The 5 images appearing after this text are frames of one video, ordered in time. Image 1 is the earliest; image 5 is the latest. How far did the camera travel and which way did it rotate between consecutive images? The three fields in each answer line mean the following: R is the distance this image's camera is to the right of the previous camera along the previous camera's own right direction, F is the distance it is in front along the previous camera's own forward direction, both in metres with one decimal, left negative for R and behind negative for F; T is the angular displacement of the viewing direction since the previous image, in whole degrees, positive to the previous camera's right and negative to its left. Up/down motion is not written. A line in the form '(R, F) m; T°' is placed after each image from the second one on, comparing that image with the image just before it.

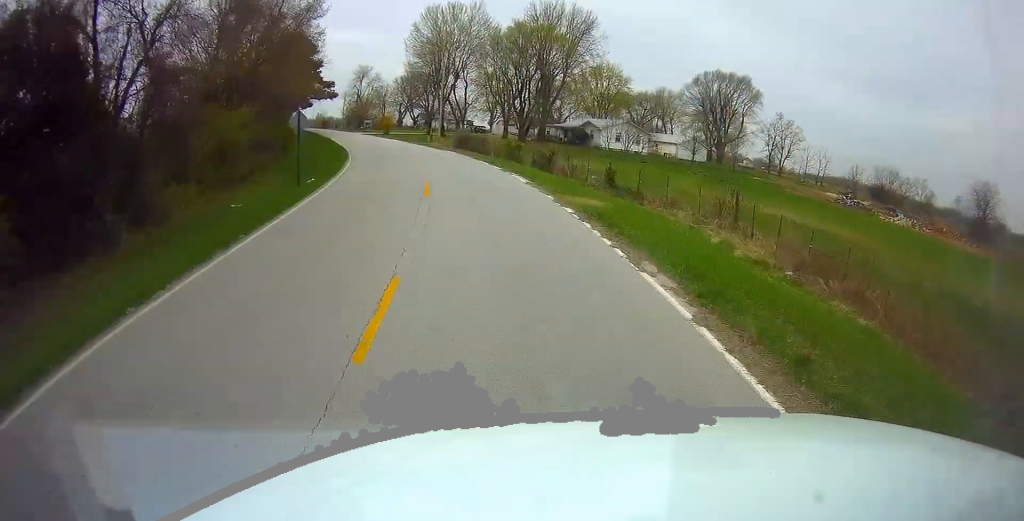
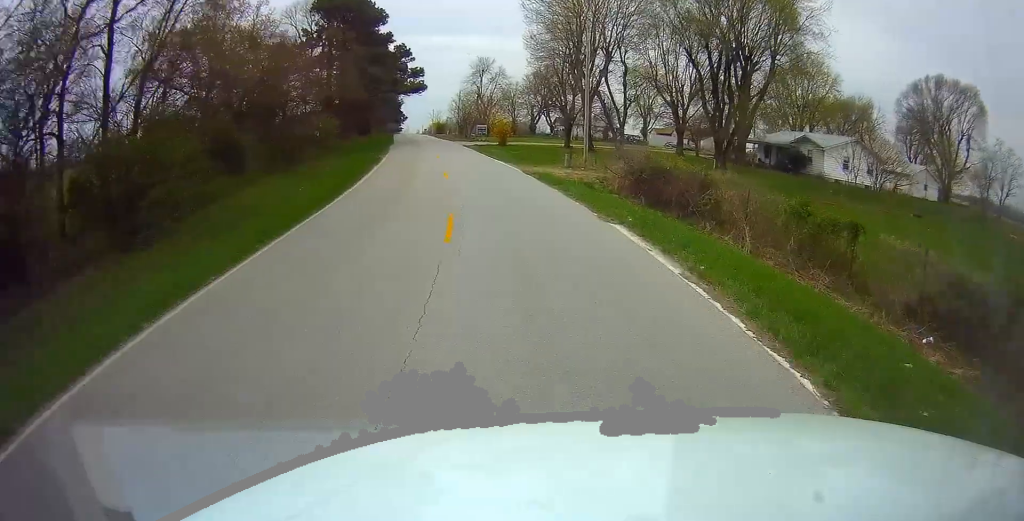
(-3.4, +30.1) m; -12°
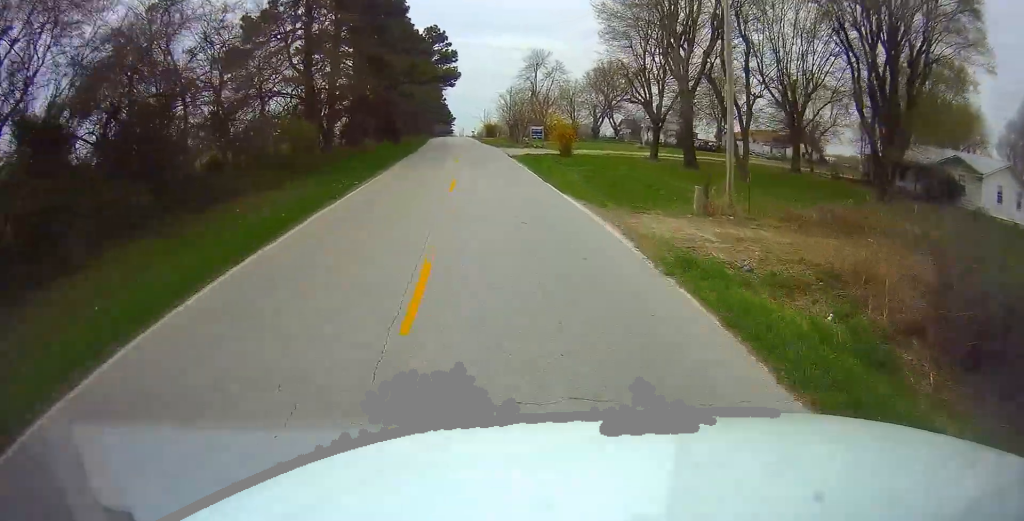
(-0.8, +16.5) m; -6°
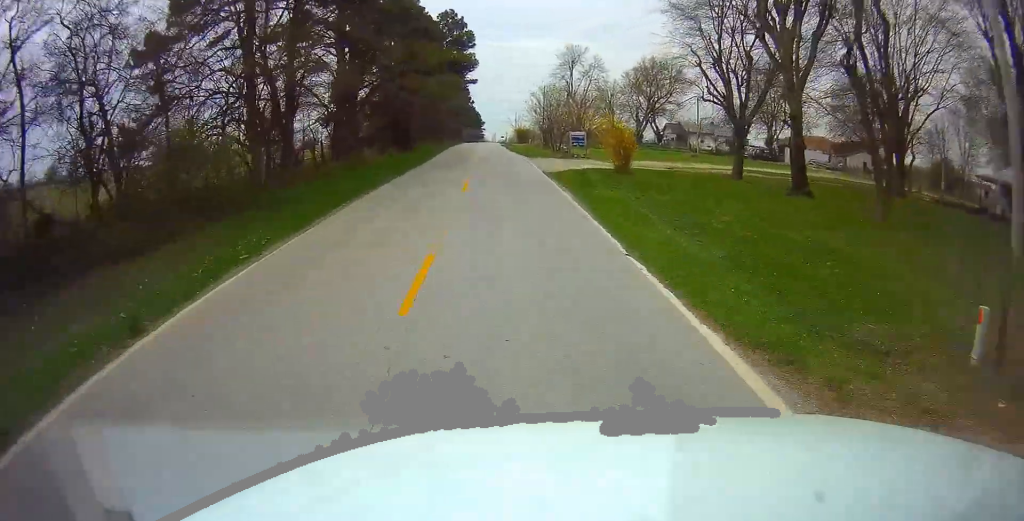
(-0.4, +11.3) m; -2°
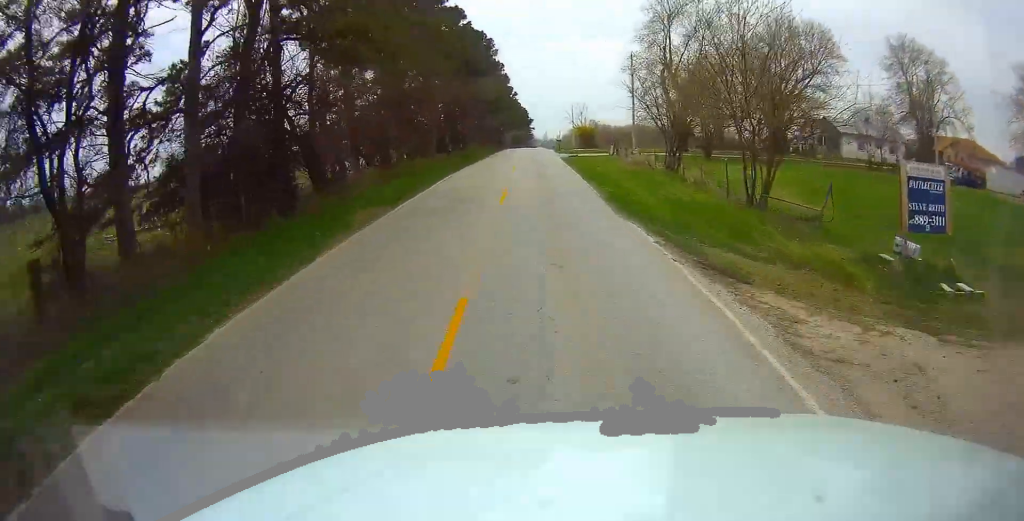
(-0.9, +38.3) m; -3°
